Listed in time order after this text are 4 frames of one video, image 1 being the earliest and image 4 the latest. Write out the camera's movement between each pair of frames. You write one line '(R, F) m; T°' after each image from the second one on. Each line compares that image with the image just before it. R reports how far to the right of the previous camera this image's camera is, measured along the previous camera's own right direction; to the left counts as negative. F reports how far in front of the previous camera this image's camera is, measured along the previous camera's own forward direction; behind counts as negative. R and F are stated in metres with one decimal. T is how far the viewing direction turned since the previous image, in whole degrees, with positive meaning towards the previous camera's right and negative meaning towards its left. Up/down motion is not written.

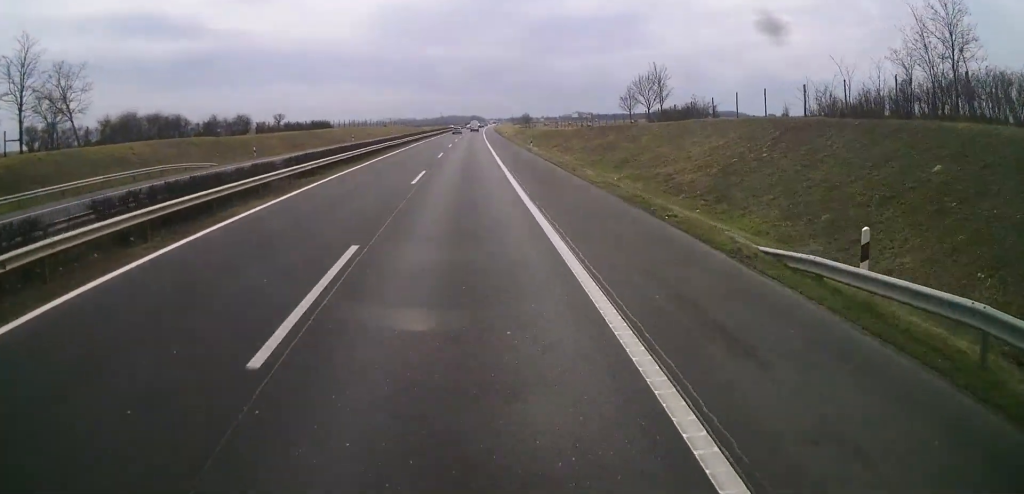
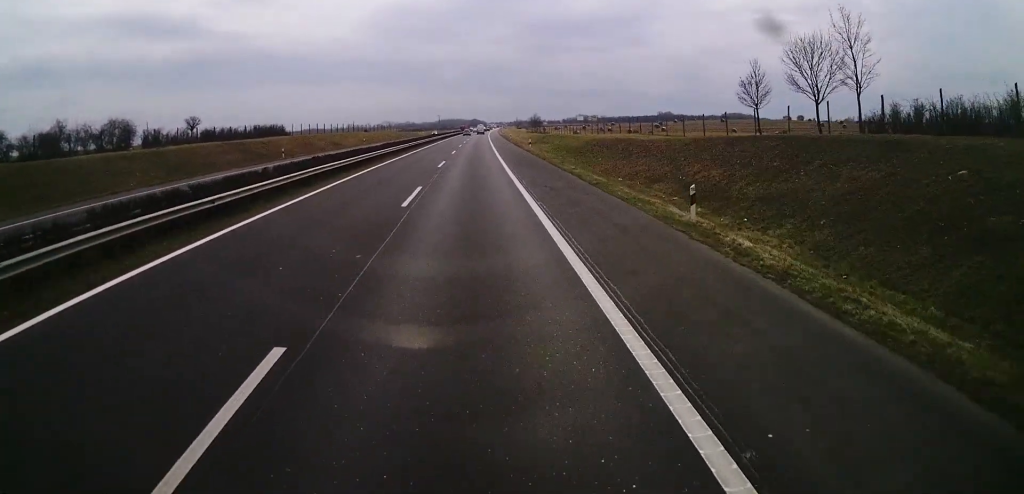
(+0.3, +41.9) m; +1°
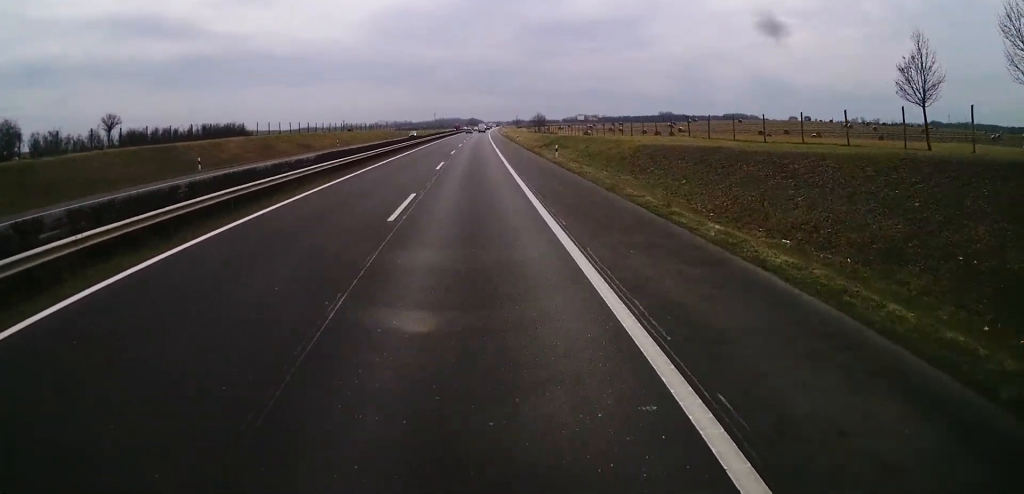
(0.0, +21.8) m; 0°
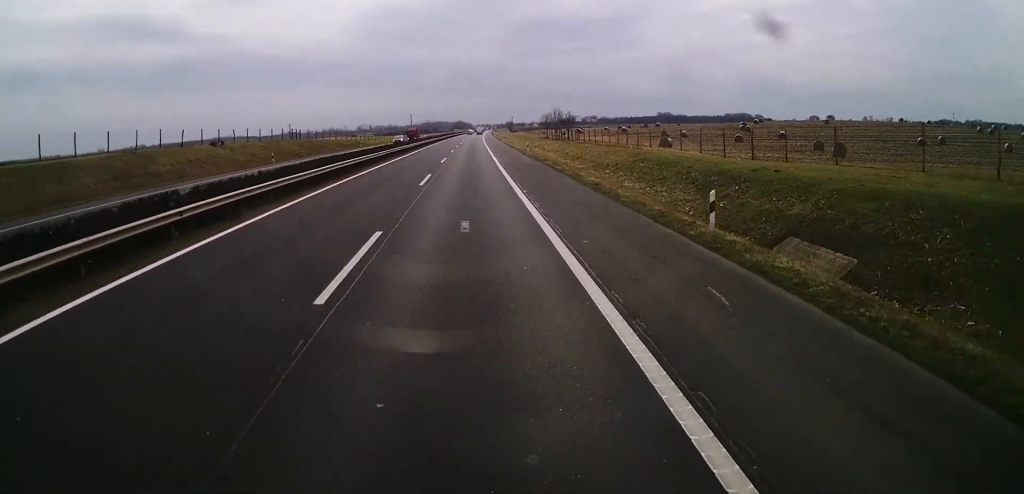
(+0.1, +80.2) m; +1°
